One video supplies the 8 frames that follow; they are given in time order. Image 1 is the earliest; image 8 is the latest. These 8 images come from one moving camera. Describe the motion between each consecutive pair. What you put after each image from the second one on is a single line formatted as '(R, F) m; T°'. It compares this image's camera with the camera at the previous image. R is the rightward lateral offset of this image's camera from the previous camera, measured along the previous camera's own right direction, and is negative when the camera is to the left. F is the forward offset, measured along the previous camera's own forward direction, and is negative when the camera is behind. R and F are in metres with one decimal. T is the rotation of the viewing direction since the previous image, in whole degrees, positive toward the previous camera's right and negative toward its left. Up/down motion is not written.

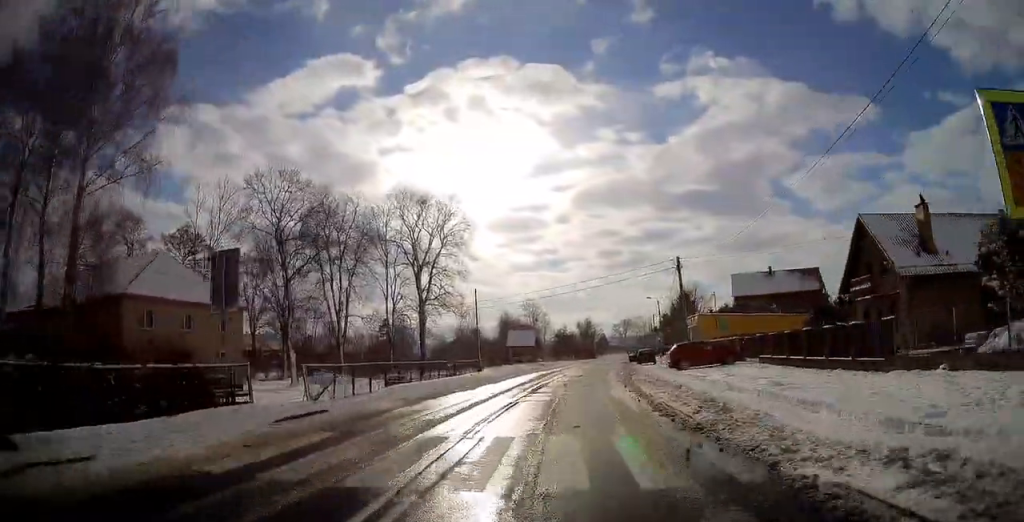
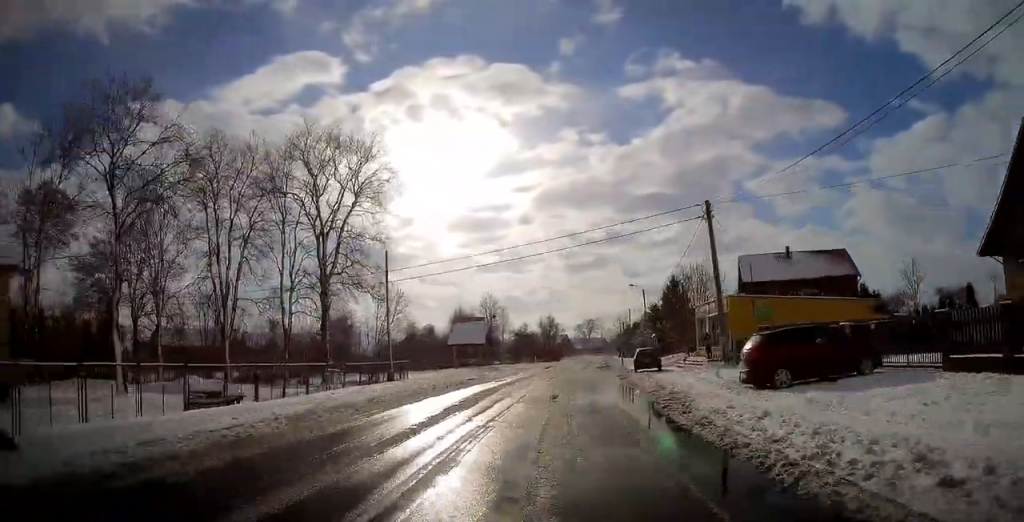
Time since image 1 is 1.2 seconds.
(+1.0, +17.9) m; +3°
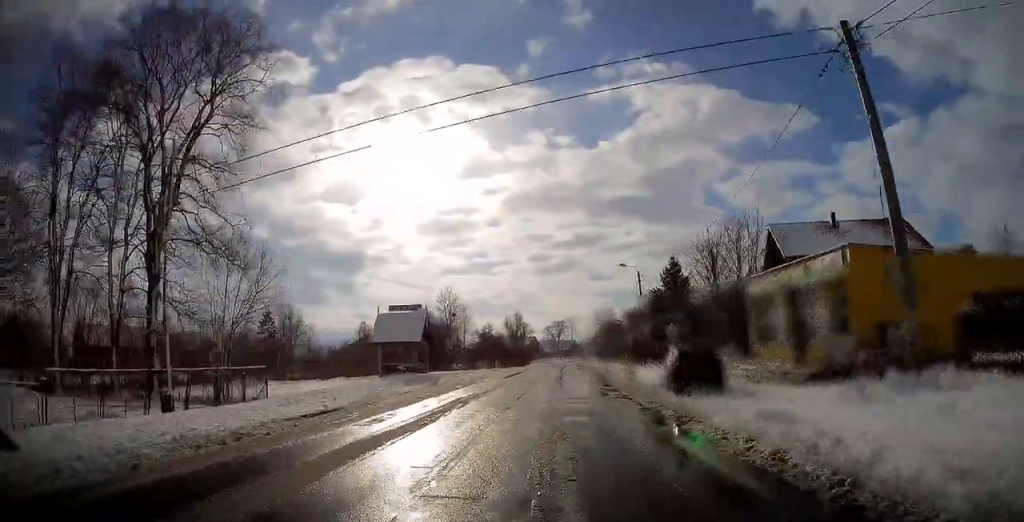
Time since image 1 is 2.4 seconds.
(+0.4, +17.5) m; +3°
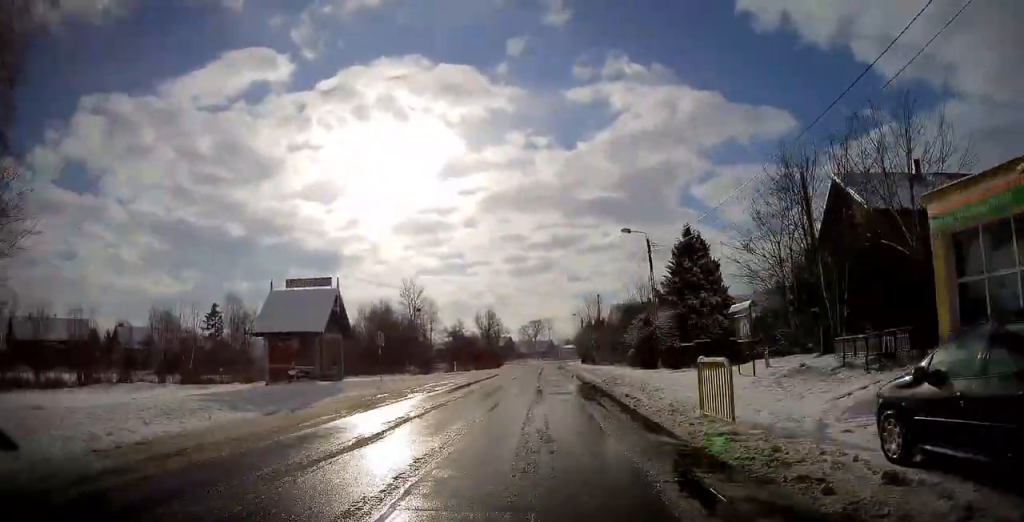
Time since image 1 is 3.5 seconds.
(+0.4, +15.1) m; +1°
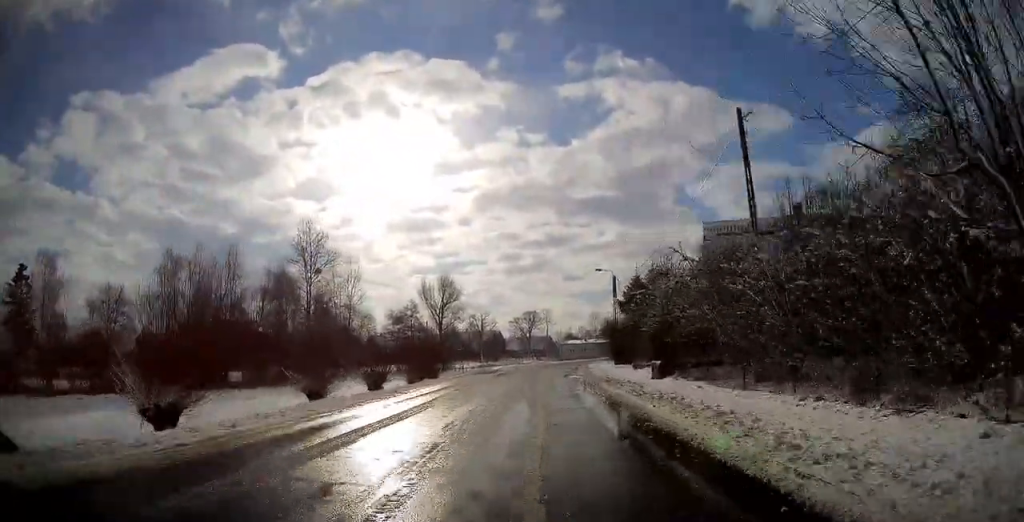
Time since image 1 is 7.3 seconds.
(+0.8, +55.9) m; +2°
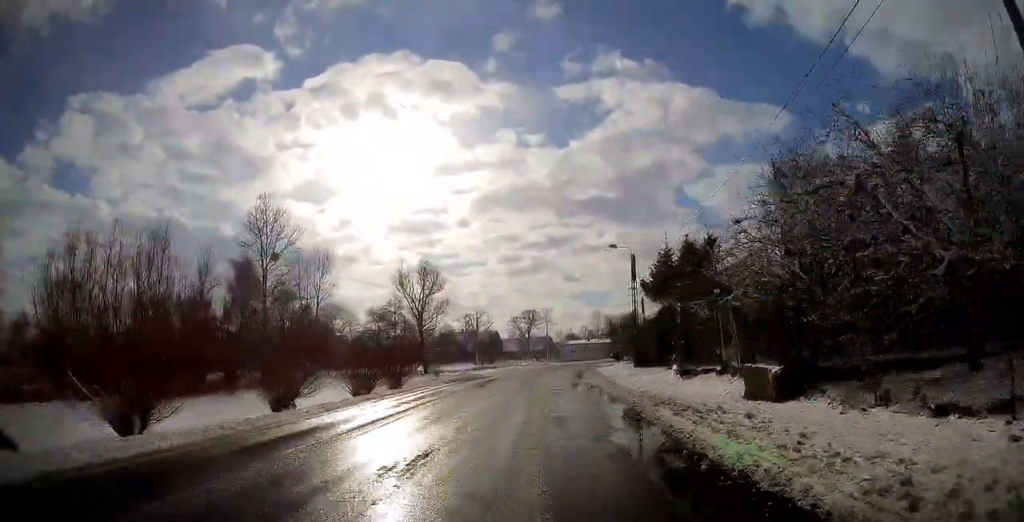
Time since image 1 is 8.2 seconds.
(-0.2, +11.9) m; +1°
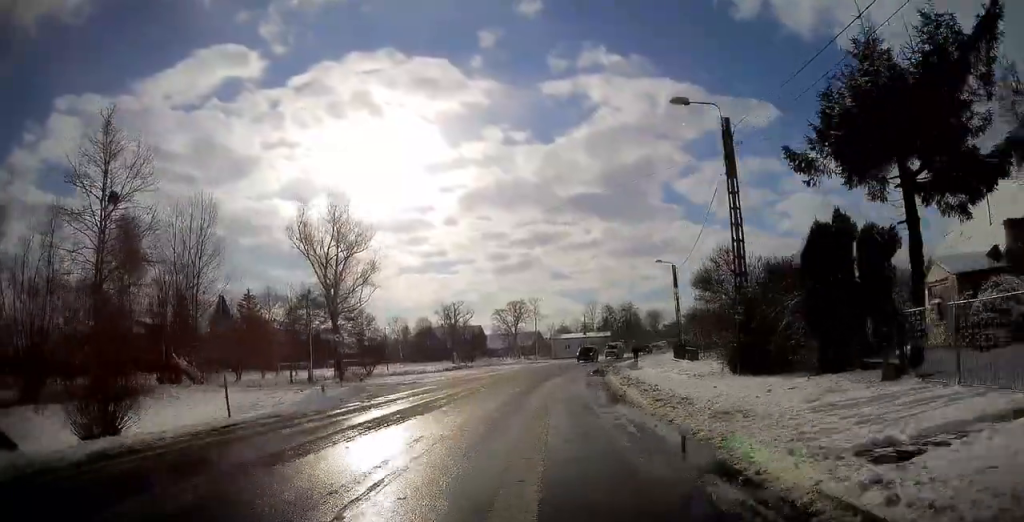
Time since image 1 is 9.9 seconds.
(+1.0, +24.0) m; +2°
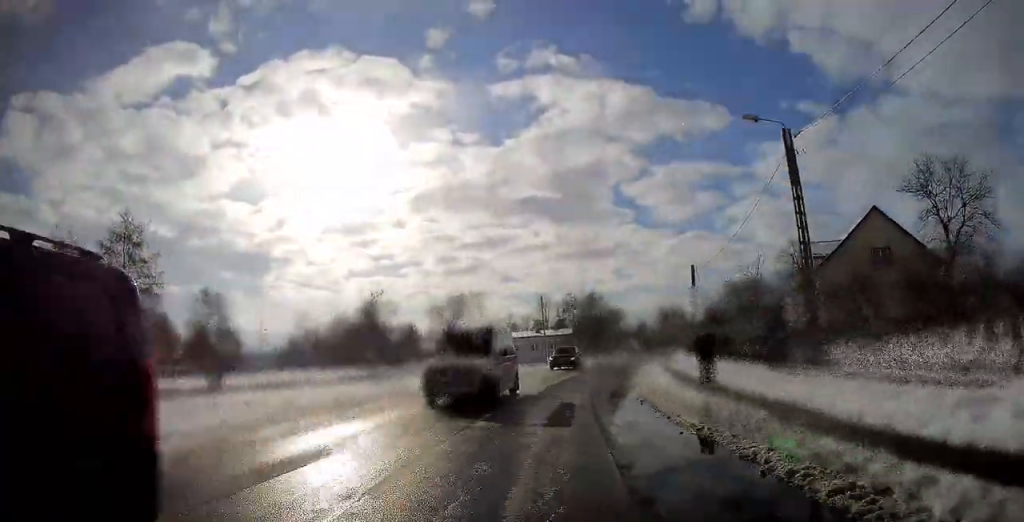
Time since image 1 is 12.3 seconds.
(+0.2, +34.3) m; +1°
